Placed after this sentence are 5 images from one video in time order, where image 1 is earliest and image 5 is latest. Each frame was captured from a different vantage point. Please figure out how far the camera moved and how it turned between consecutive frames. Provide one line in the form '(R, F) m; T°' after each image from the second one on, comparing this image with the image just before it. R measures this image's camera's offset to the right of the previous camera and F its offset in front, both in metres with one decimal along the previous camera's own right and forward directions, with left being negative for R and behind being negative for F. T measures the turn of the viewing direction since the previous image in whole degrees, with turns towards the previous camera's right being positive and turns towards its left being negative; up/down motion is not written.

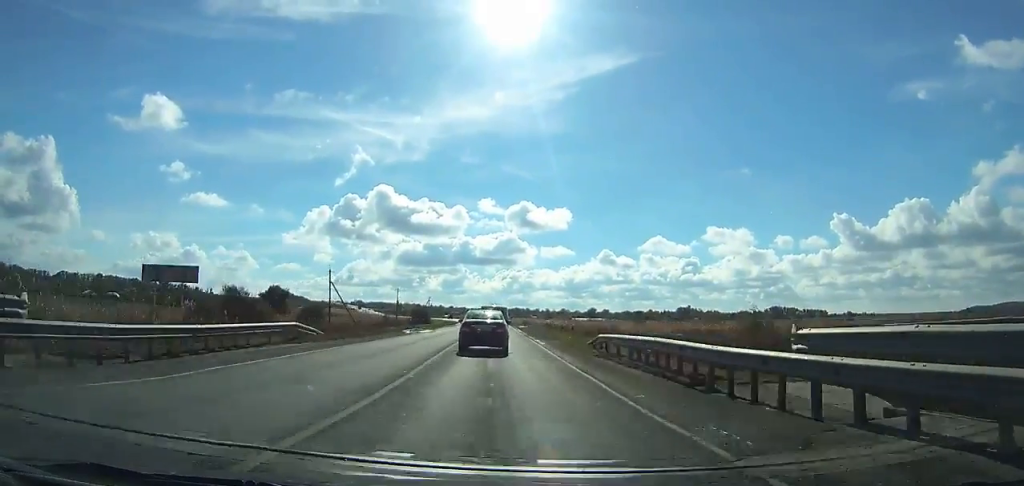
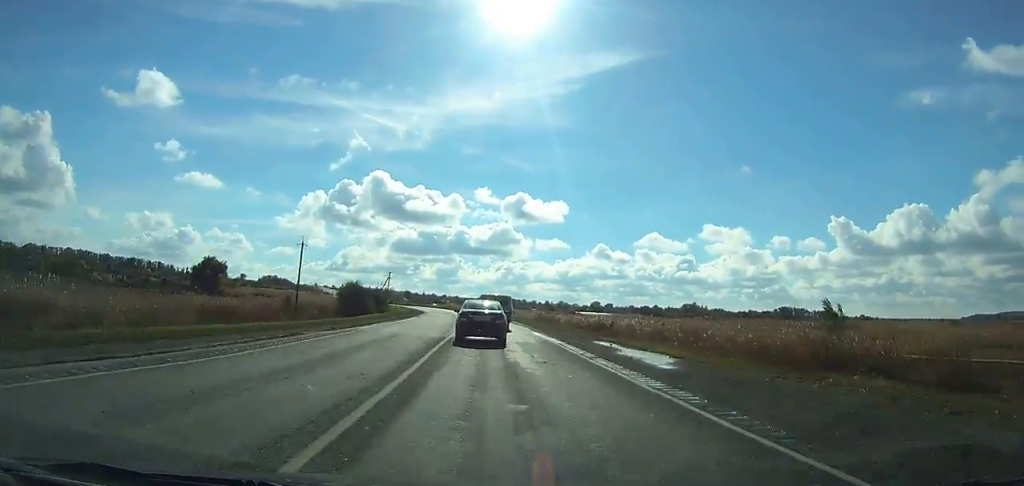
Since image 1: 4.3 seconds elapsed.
(-0.5, +65.7) m; -1°
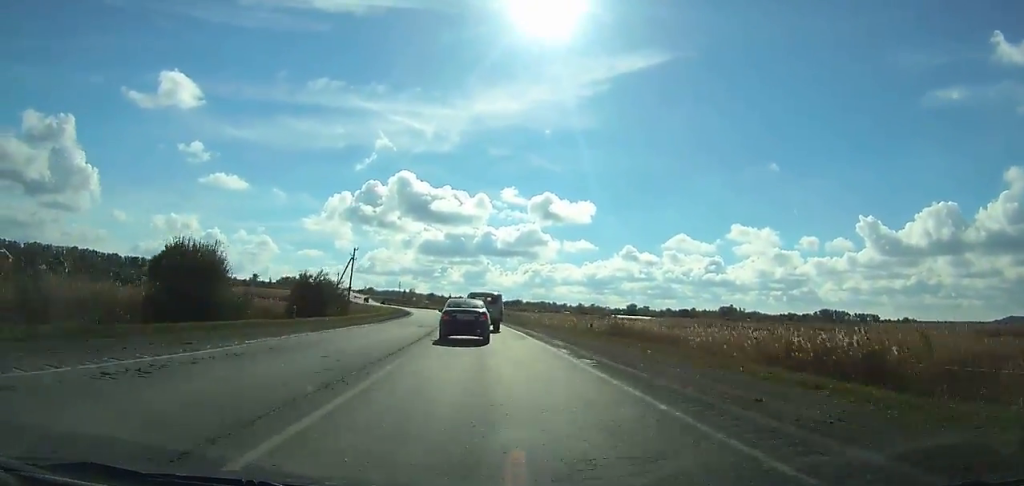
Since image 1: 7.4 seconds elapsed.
(-0.5, +44.5) m; -2°
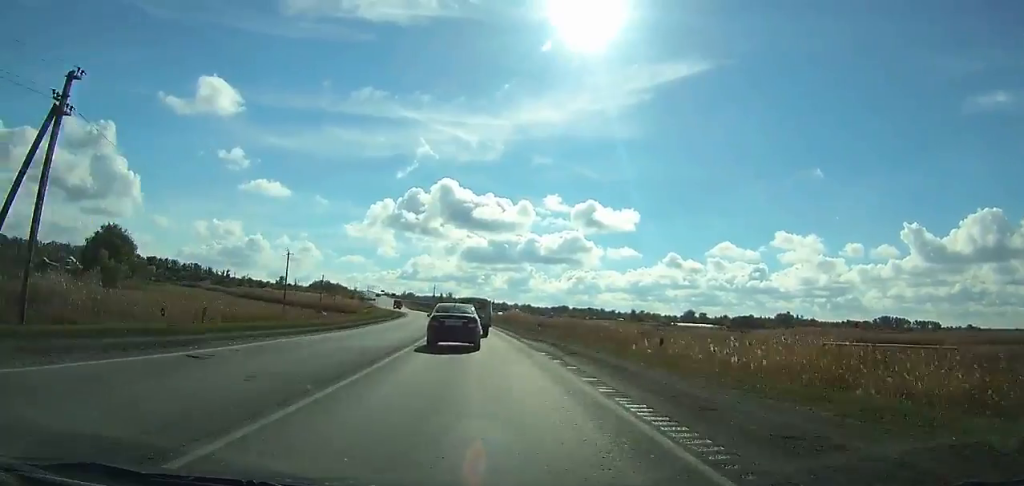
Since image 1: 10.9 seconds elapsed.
(-1.1, +48.8) m; -4°
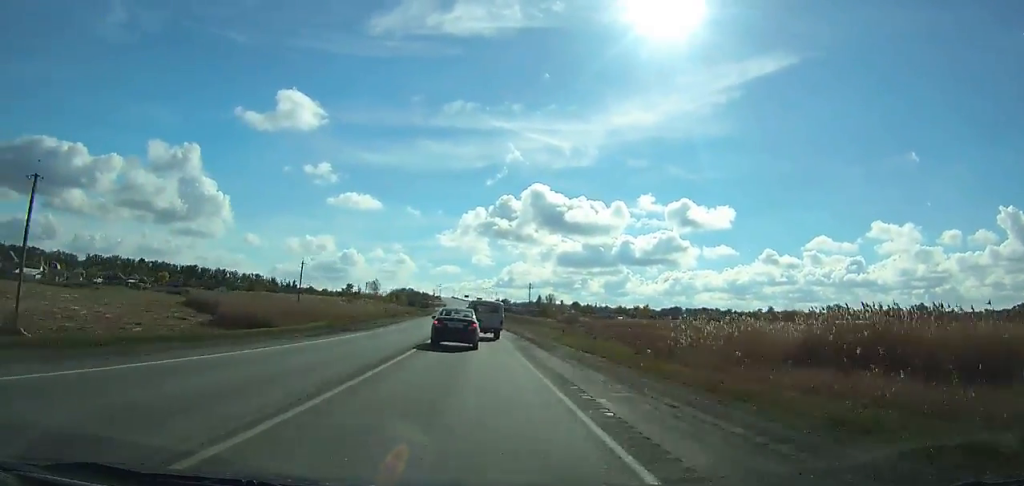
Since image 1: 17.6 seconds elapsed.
(-7.8, +103.0) m; -9°
